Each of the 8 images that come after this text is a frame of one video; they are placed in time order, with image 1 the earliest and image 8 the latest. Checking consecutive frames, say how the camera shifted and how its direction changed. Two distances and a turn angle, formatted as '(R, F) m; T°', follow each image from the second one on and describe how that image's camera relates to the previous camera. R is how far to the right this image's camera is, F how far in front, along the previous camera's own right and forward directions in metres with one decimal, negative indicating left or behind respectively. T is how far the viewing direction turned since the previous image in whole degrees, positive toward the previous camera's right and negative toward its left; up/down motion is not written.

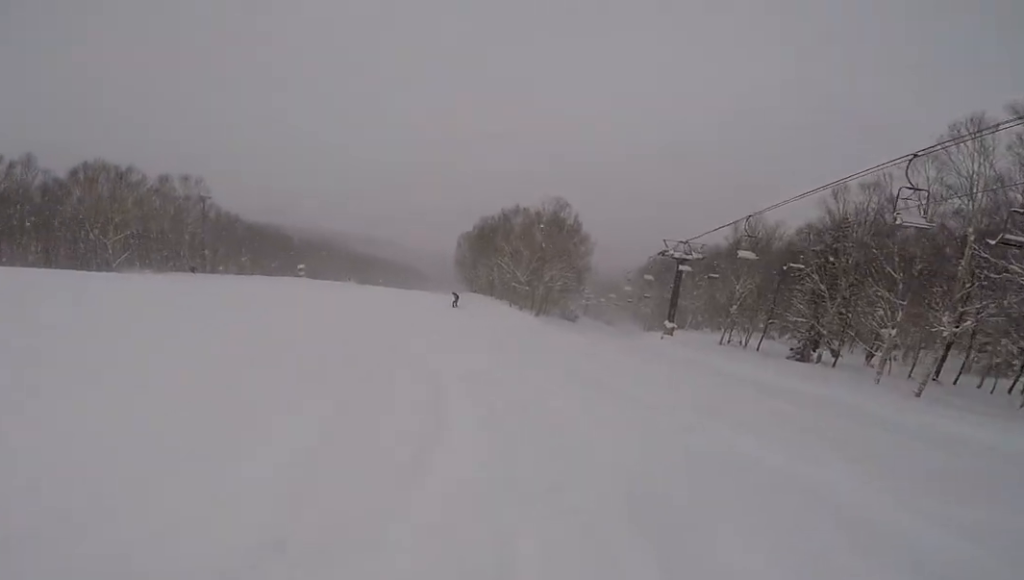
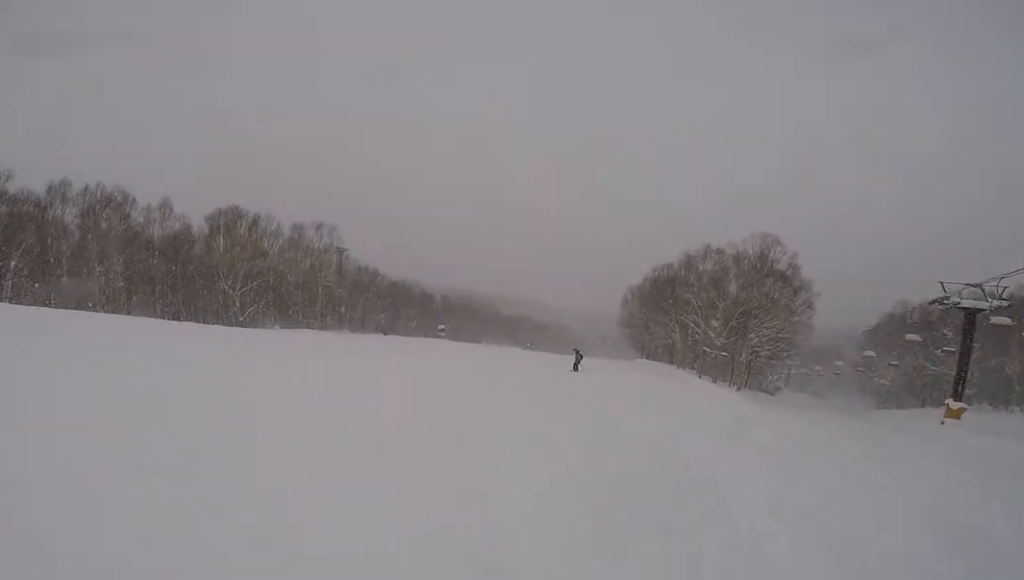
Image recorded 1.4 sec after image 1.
(-1.6, +8.0) m; -21°
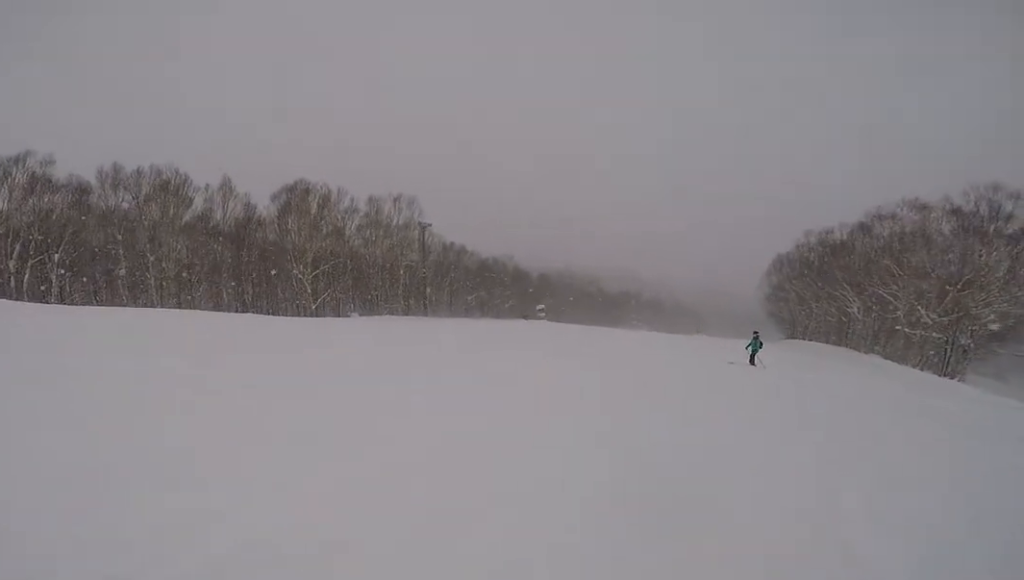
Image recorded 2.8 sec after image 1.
(-1.0, +7.5) m; -14°
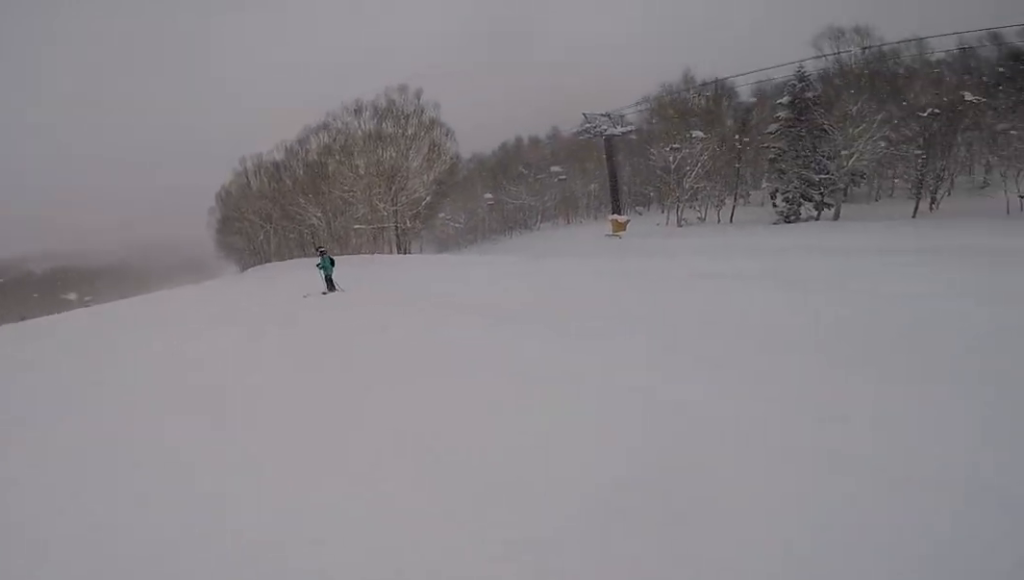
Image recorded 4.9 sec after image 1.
(+3.6, +9.2) m; +46°
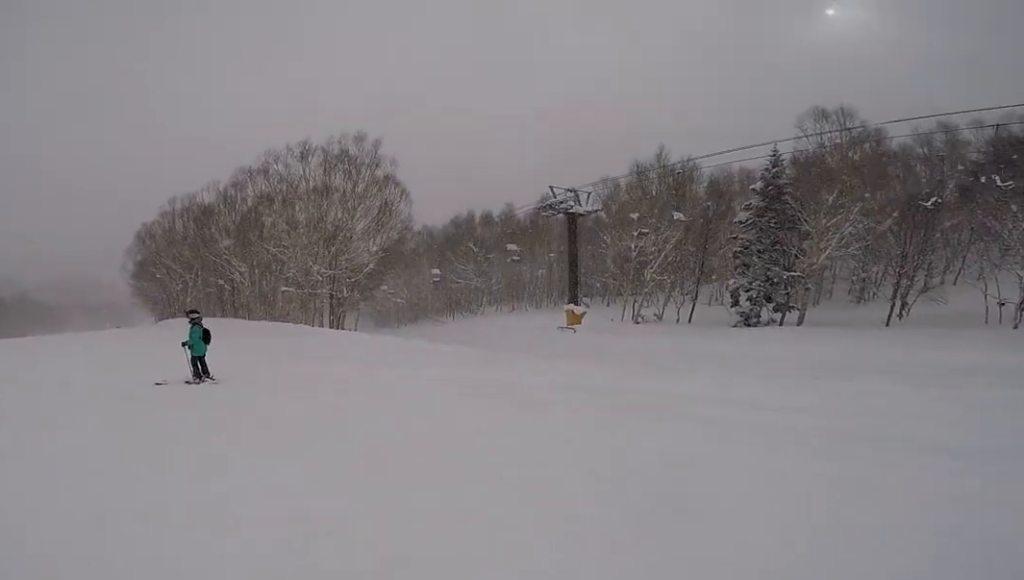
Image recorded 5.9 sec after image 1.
(+0.2, +5.1) m; +8°
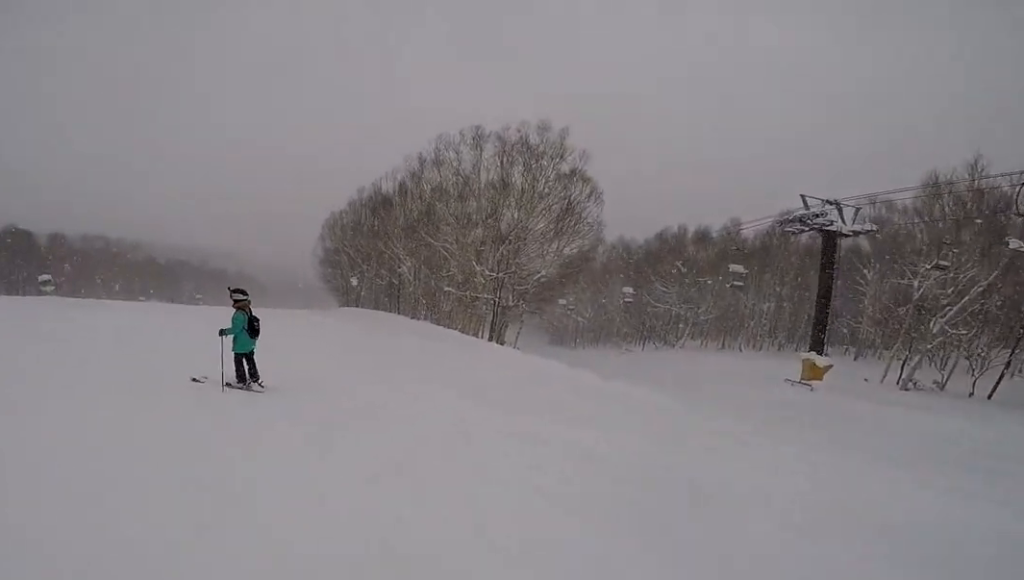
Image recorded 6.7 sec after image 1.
(+0.5, +3.7) m; +3°
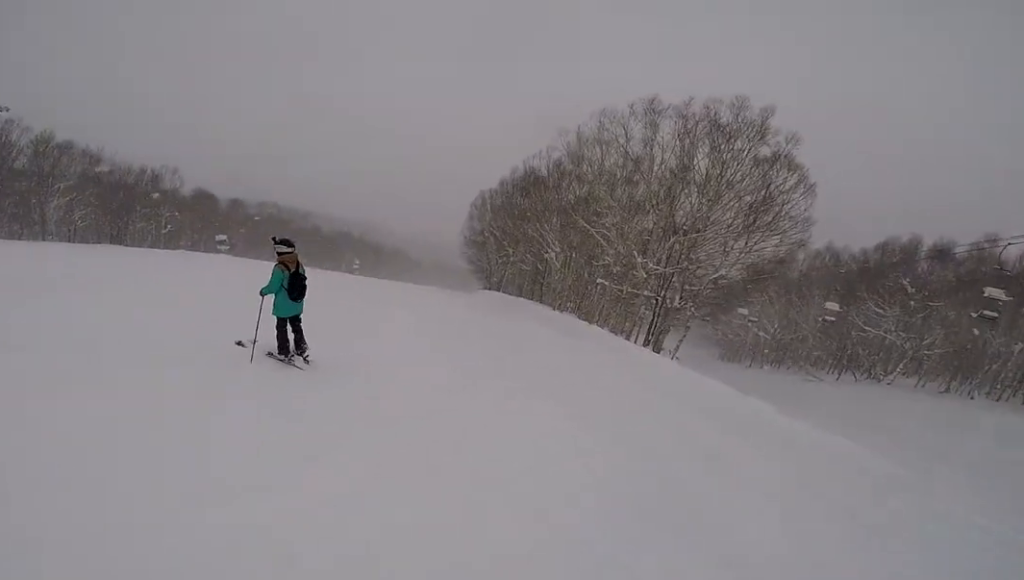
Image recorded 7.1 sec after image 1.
(-0.1, +1.7) m; -10°
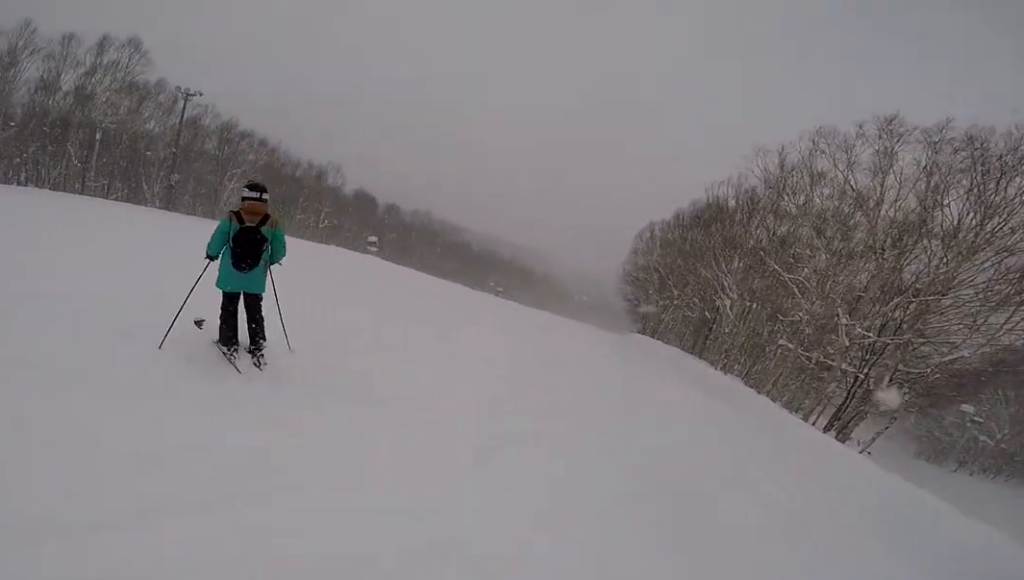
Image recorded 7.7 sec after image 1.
(+0.2, +2.2) m; -13°
